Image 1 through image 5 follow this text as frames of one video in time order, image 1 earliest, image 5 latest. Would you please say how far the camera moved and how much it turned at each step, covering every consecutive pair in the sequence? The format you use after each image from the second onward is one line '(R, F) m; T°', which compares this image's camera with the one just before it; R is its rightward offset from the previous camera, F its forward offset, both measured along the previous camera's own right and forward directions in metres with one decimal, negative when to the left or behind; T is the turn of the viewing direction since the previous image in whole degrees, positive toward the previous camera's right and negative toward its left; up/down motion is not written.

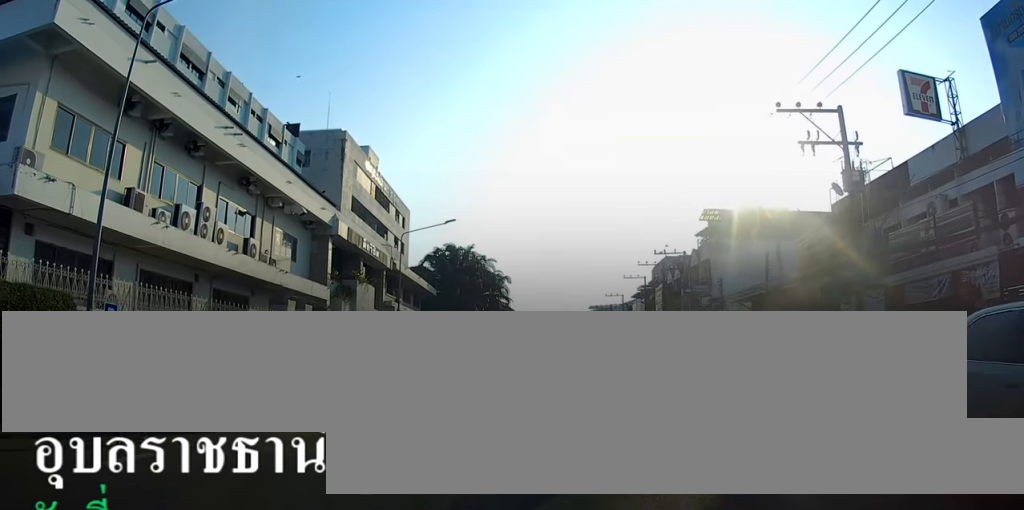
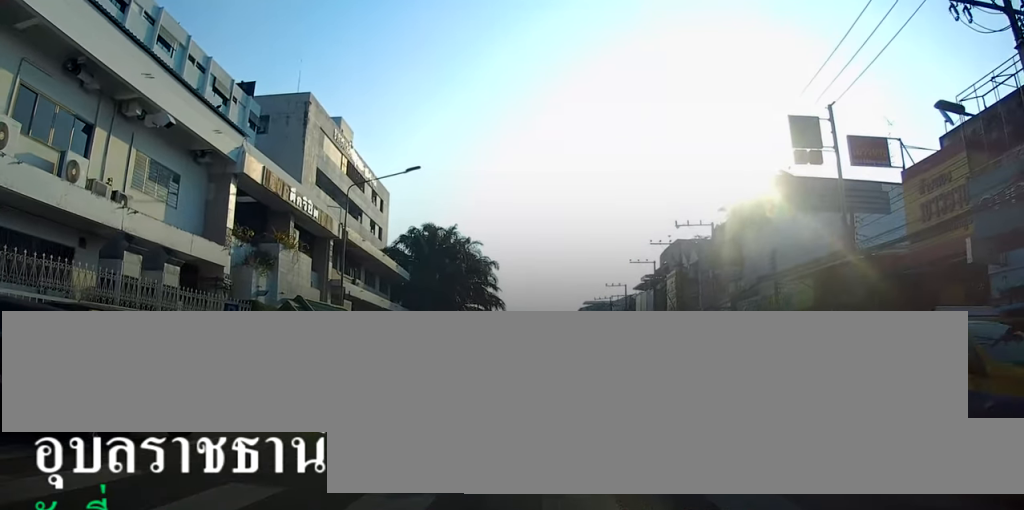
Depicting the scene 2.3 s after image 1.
(+0.1, +10.1) m; -2°
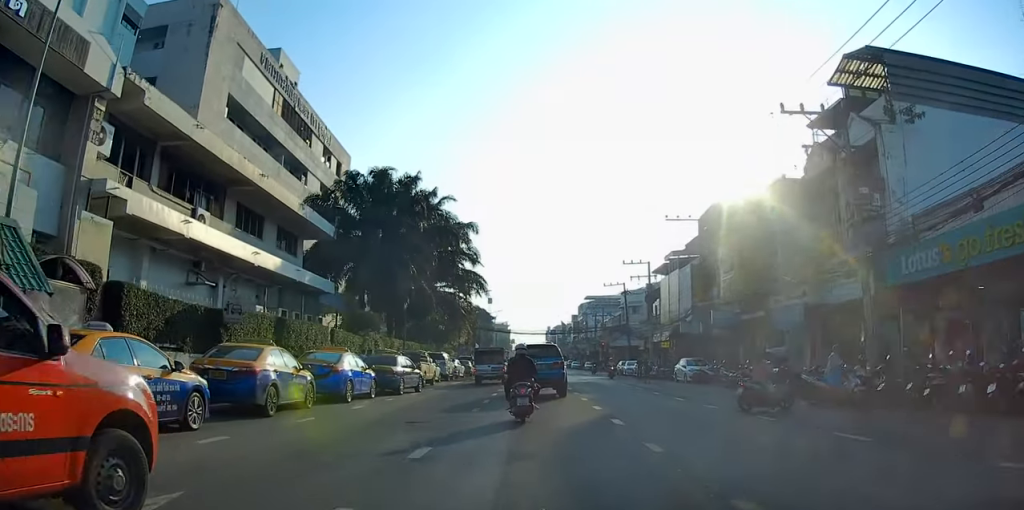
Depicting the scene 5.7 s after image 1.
(-0.8, +19.4) m; -3°
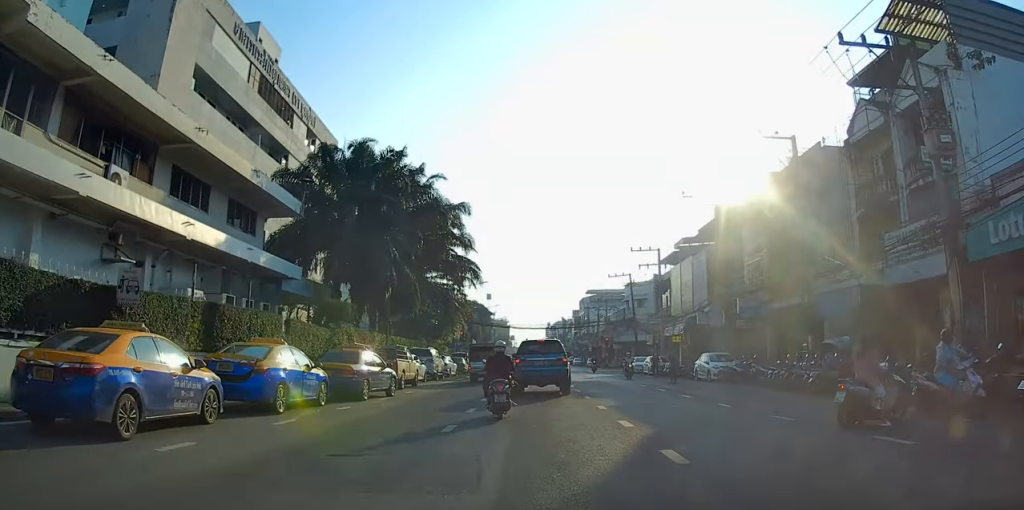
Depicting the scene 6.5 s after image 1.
(+0.1, +4.7) m; 0°
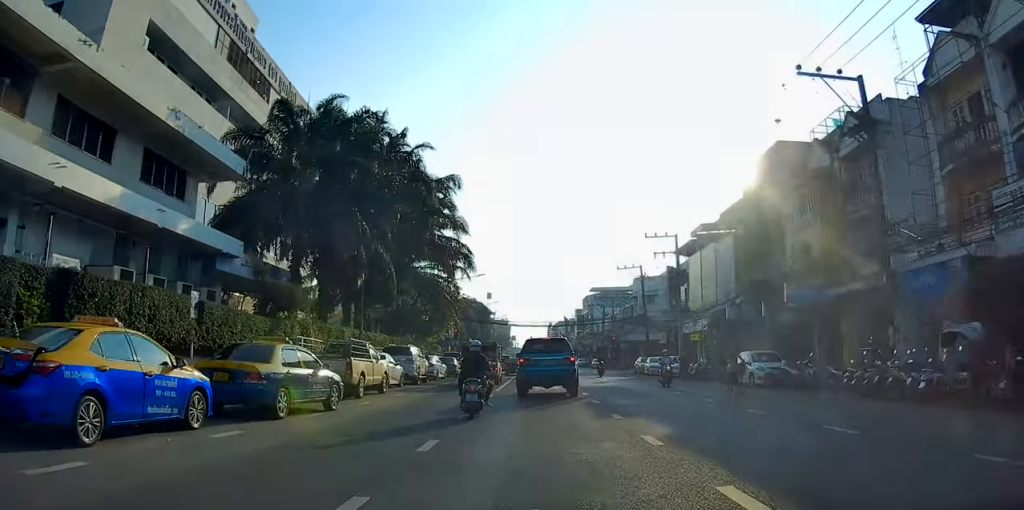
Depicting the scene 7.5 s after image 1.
(-0.1, +5.9) m; +1°
